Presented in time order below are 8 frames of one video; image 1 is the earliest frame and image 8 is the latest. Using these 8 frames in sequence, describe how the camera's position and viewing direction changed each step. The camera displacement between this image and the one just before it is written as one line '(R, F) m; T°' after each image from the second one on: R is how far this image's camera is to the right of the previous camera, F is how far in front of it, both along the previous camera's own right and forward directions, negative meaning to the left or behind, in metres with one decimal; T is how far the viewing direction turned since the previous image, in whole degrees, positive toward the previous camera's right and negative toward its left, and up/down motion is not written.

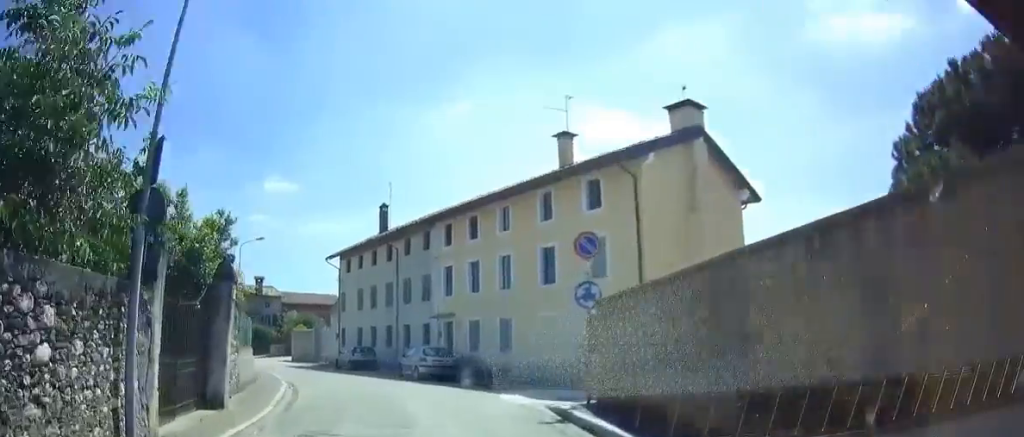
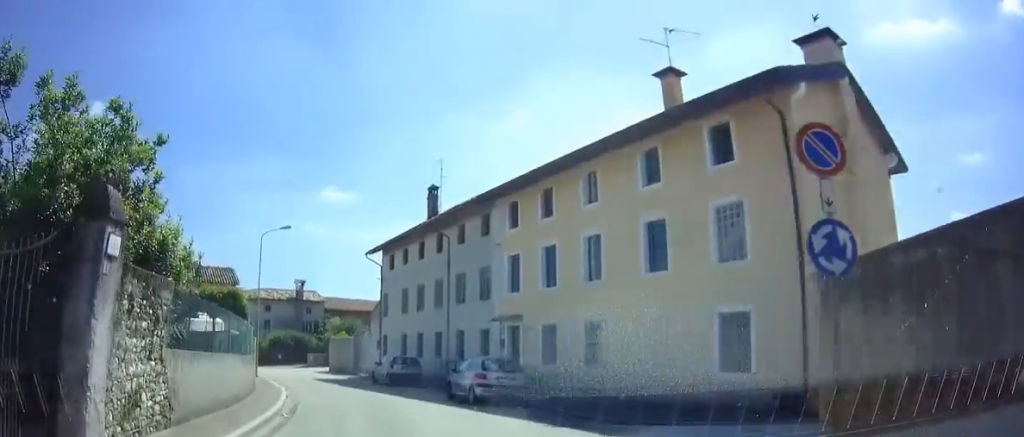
(-0.1, +6.2) m; -4°
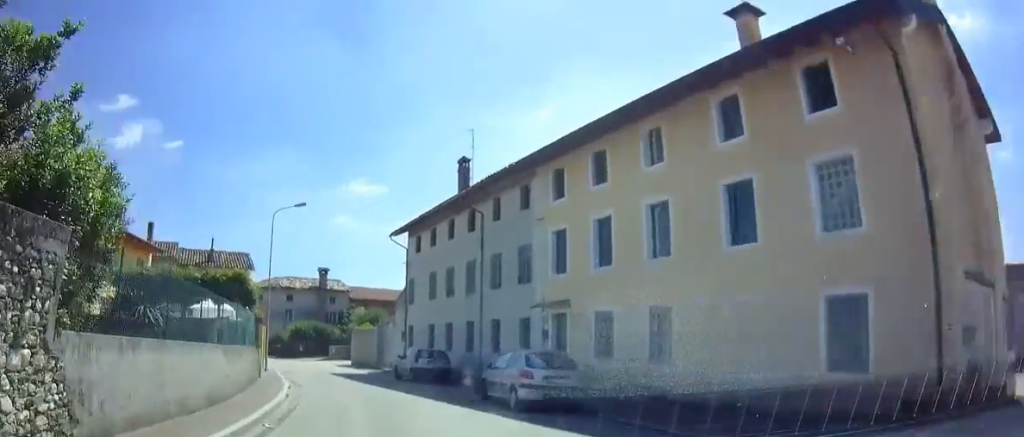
(-0.1, +3.3) m; -3°
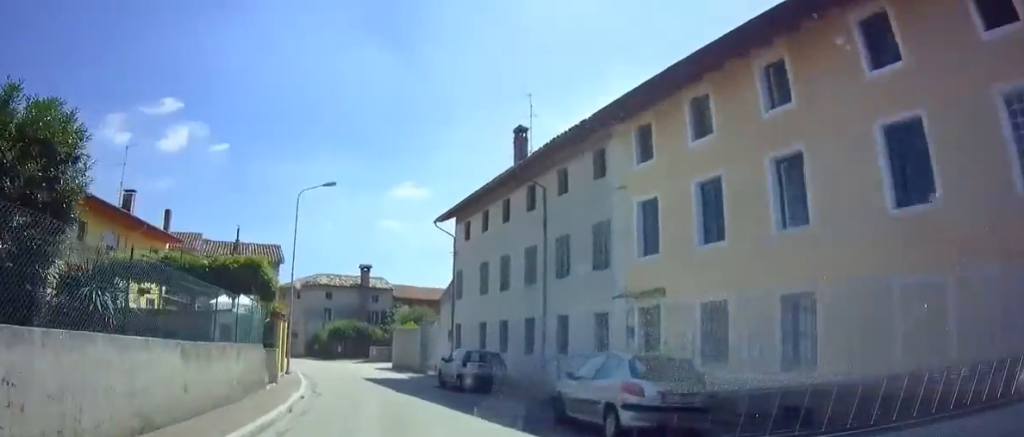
(-0.1, +4.1) m; -4°
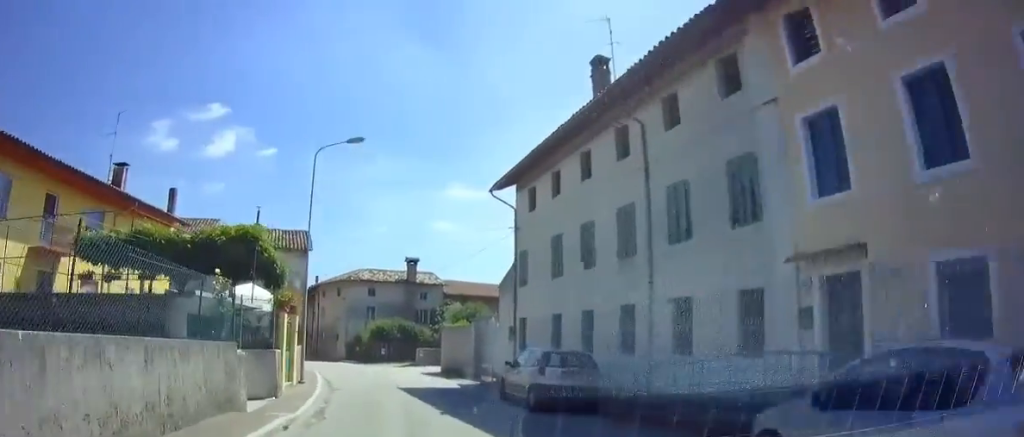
(-0.2, +5.0) m; -5°
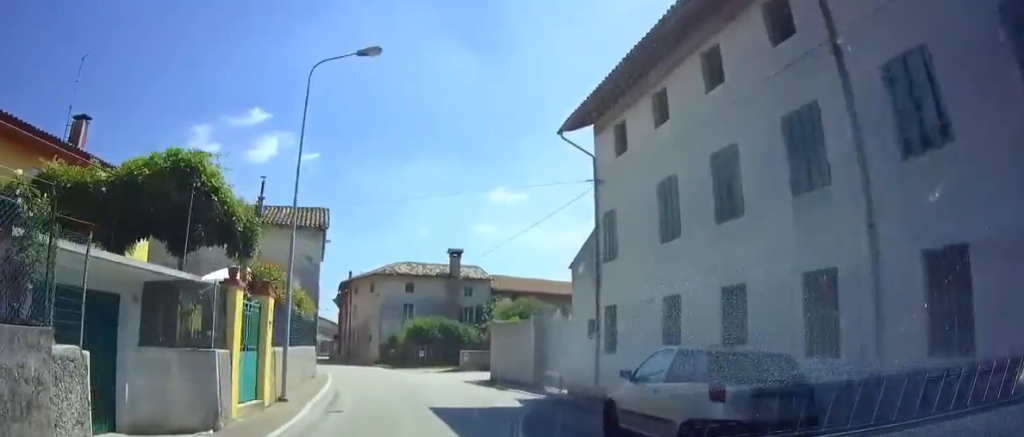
(-0.4, +6.0) m; -6°
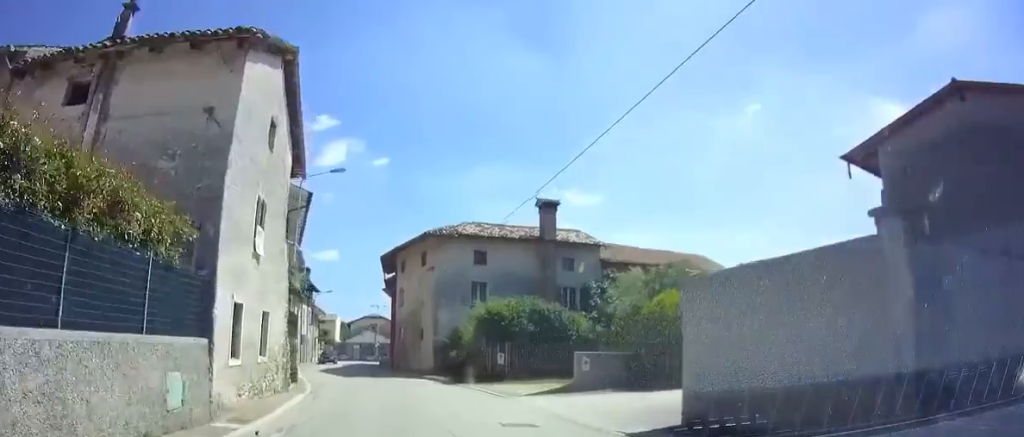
(-1.6, +15.4) m; -10°
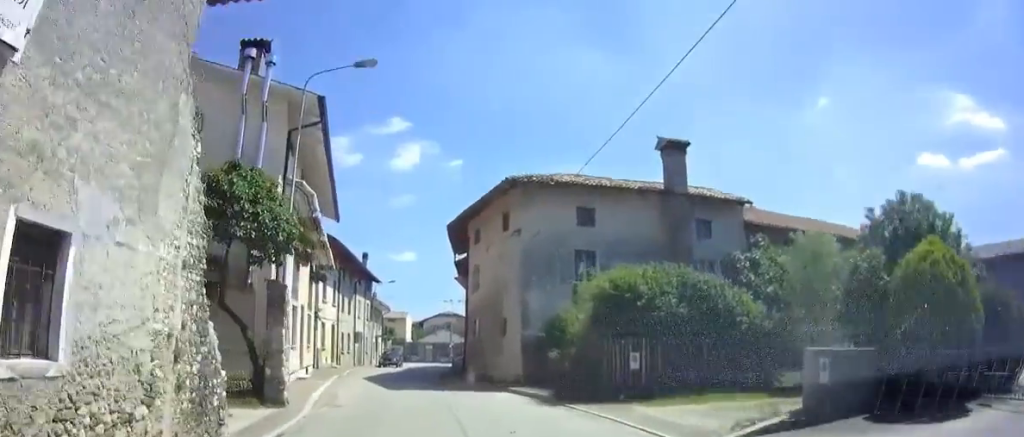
(-0.3, +9.3) m; -4°
